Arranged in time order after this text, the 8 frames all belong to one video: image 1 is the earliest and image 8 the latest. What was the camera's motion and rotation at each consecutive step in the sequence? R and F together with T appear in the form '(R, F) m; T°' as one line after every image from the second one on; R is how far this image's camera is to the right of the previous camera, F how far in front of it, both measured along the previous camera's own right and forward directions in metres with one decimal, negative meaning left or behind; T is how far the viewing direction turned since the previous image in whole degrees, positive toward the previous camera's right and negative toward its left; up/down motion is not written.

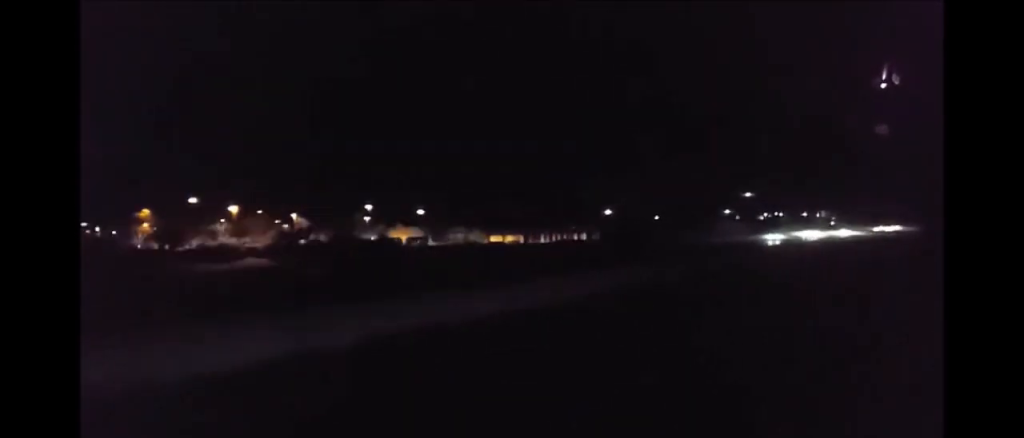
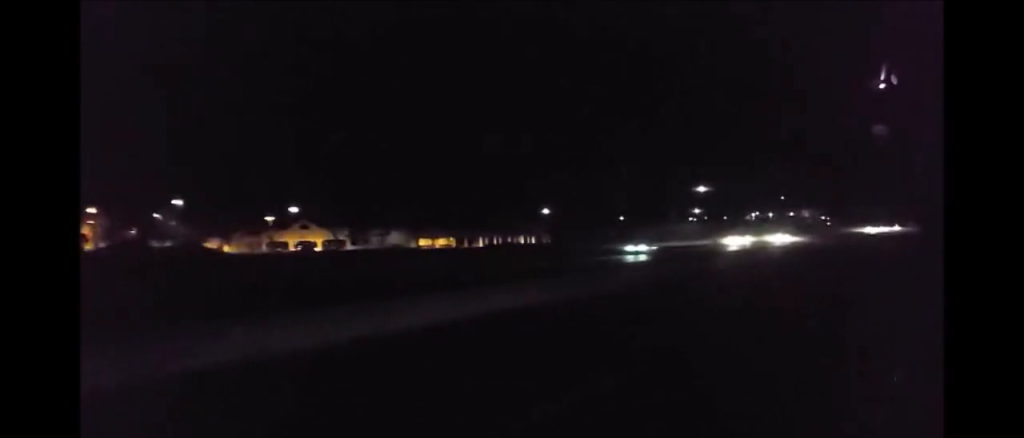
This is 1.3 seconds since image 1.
(+0.1, +38.0) m; 0°
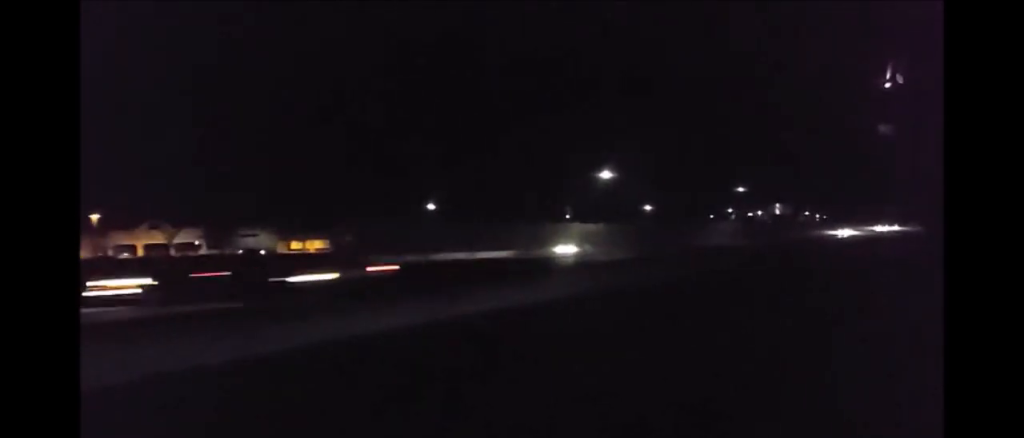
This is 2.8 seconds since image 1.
(-0.2, +47.2) m; -1°
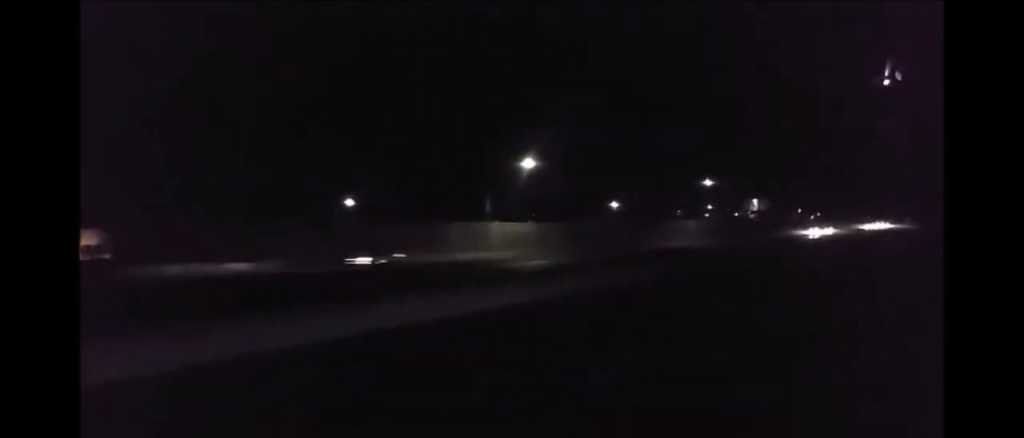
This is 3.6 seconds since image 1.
(-0.2, +22.3) m; -1°
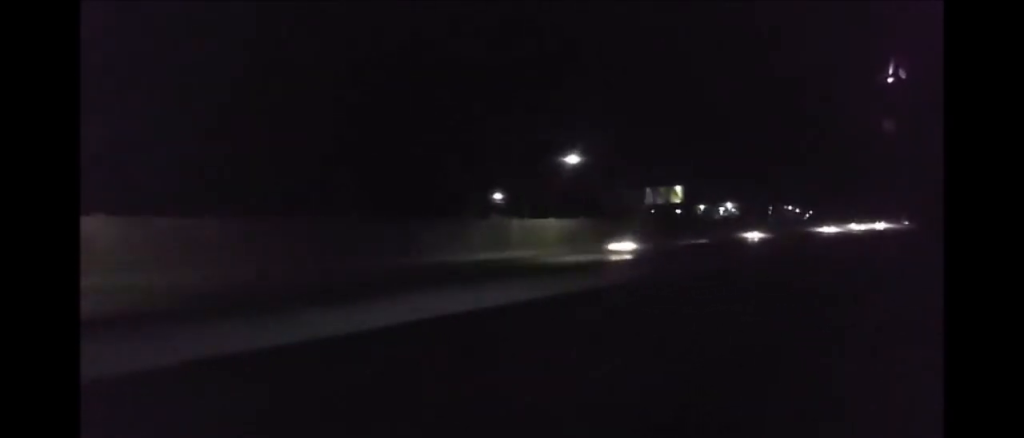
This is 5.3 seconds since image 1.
(+0.5, +53.8) m; +1°
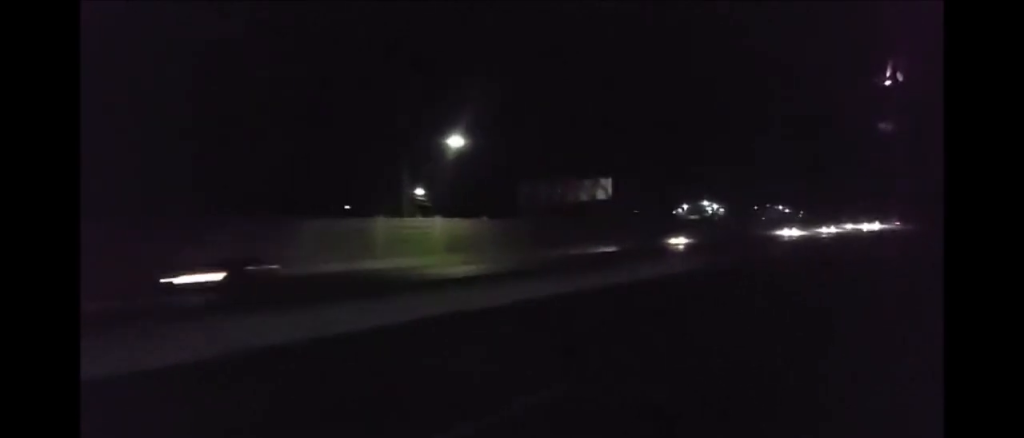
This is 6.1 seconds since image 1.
(+0.1, +22.4) m; 0°
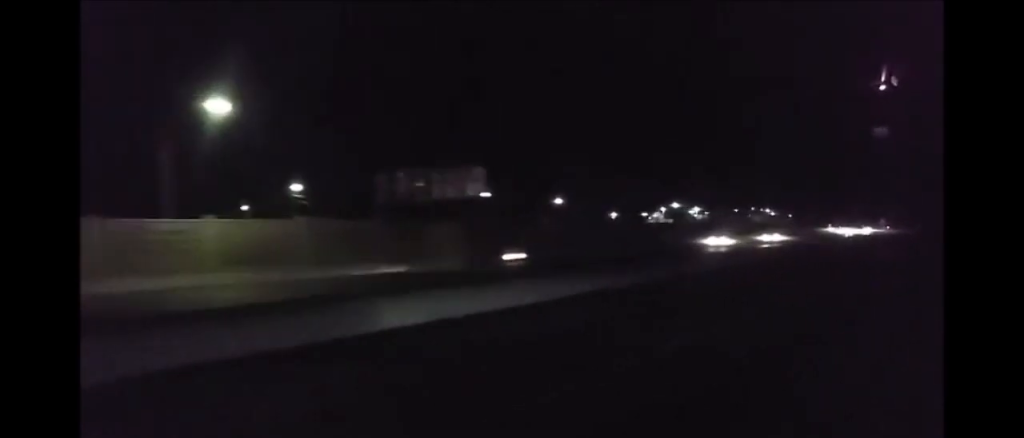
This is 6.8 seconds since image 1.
(0.0, +23.5) m; 0°
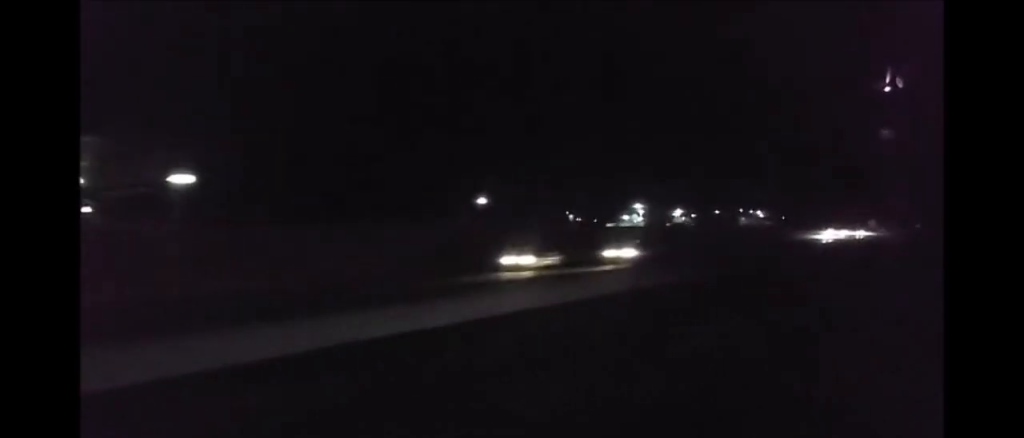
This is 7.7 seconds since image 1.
(-0.2, +27.6) m; 0°
